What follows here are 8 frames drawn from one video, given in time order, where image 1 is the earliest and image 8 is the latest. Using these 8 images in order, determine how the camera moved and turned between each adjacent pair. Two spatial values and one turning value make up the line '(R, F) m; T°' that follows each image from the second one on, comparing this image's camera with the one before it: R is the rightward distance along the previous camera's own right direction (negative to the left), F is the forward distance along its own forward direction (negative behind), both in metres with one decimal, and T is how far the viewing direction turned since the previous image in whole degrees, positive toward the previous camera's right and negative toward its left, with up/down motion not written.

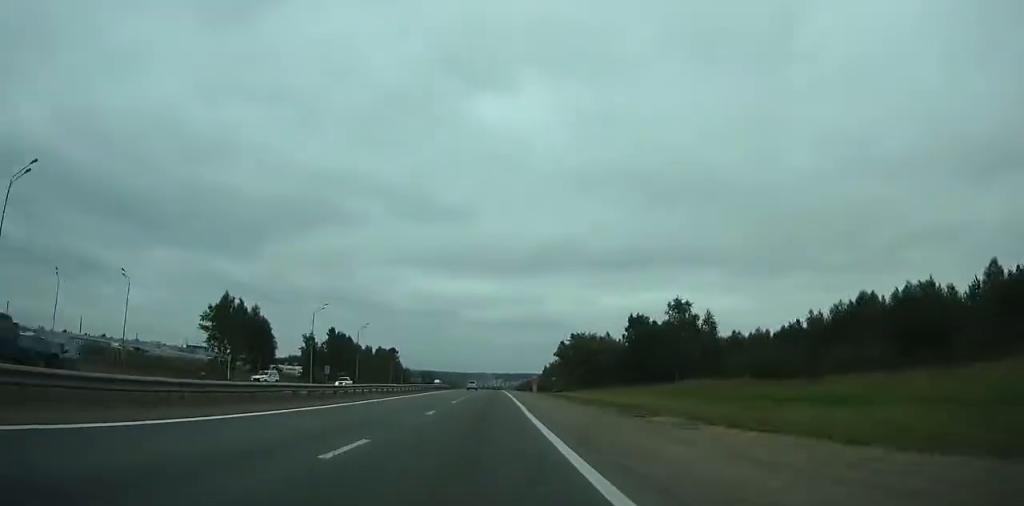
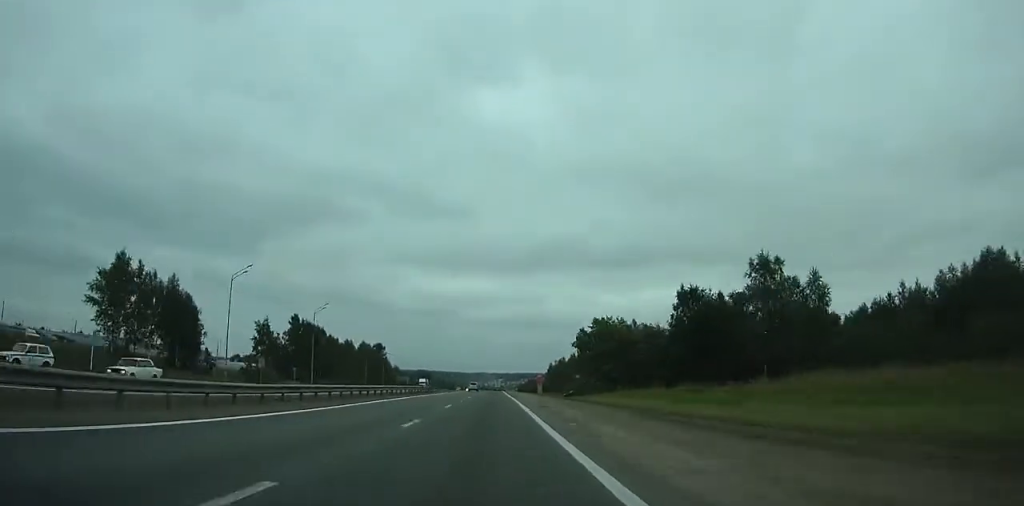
(-0.1, +29.7) m; 0°
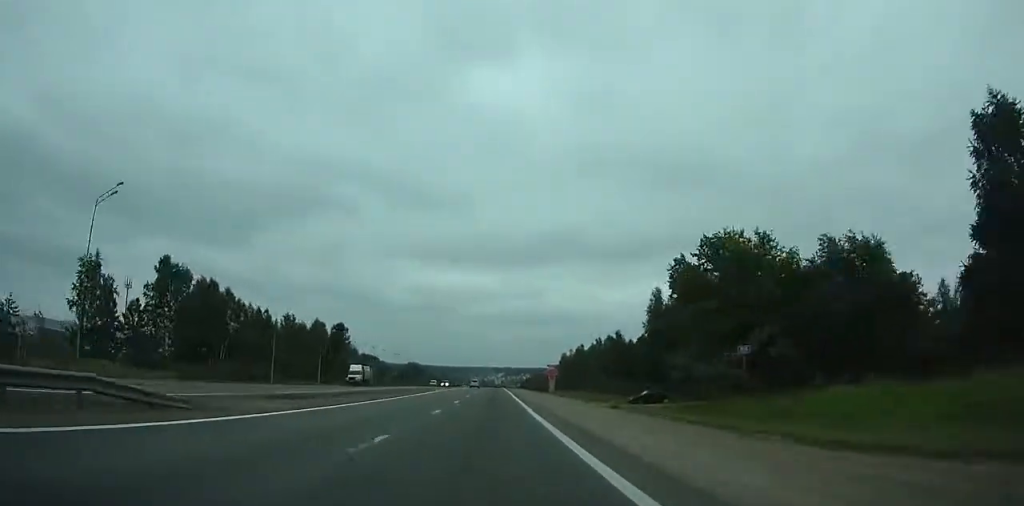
(-0.1, +53.5) m; 0°
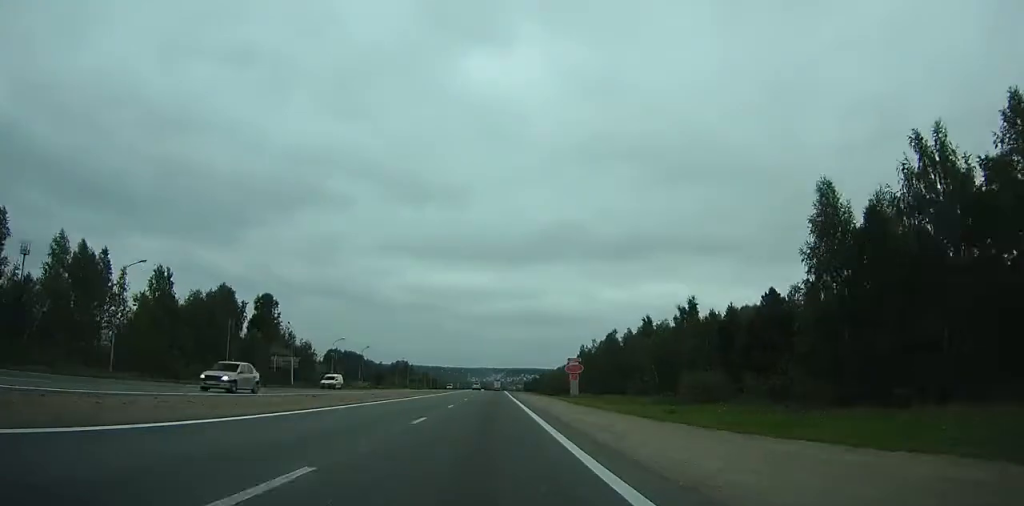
(0.0, +52.1) m; 0°
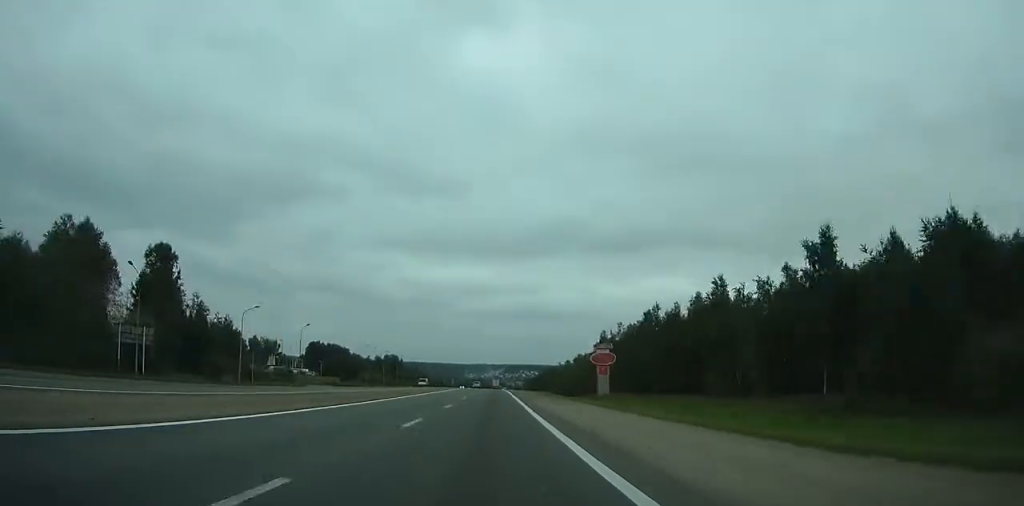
(+0.1, +37.3) m; 0°
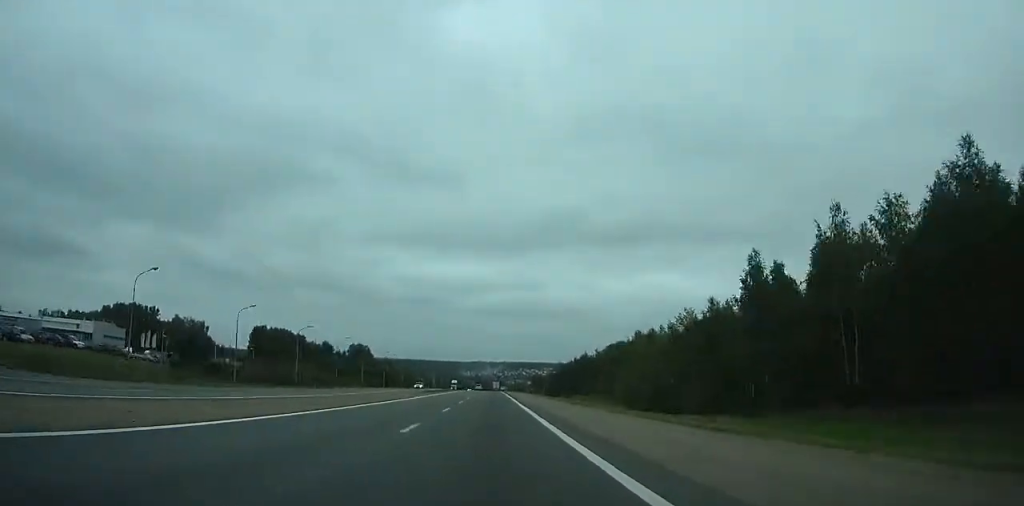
(-0.2, +84.1) m; 0°
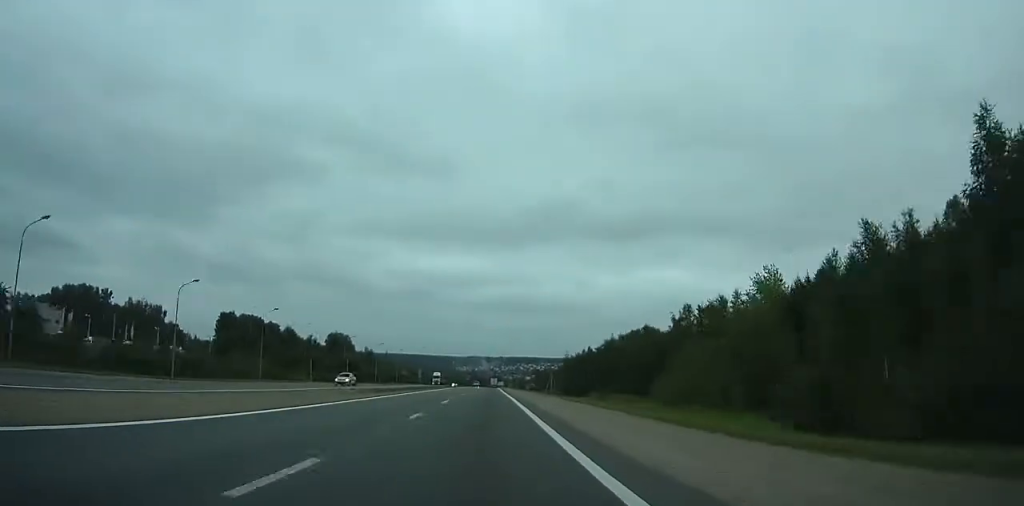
(+0.1, +33.4) m; 0°
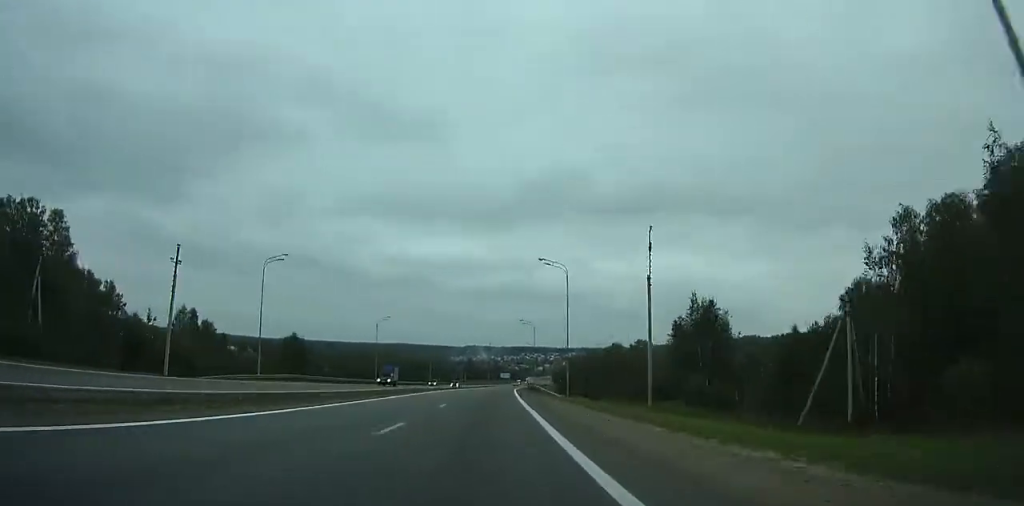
(+0.2, +185.2) m; 0°
